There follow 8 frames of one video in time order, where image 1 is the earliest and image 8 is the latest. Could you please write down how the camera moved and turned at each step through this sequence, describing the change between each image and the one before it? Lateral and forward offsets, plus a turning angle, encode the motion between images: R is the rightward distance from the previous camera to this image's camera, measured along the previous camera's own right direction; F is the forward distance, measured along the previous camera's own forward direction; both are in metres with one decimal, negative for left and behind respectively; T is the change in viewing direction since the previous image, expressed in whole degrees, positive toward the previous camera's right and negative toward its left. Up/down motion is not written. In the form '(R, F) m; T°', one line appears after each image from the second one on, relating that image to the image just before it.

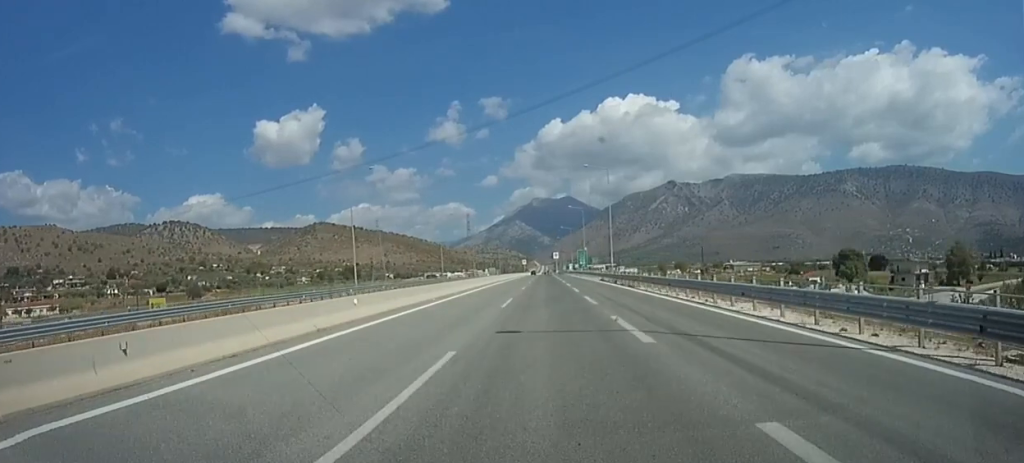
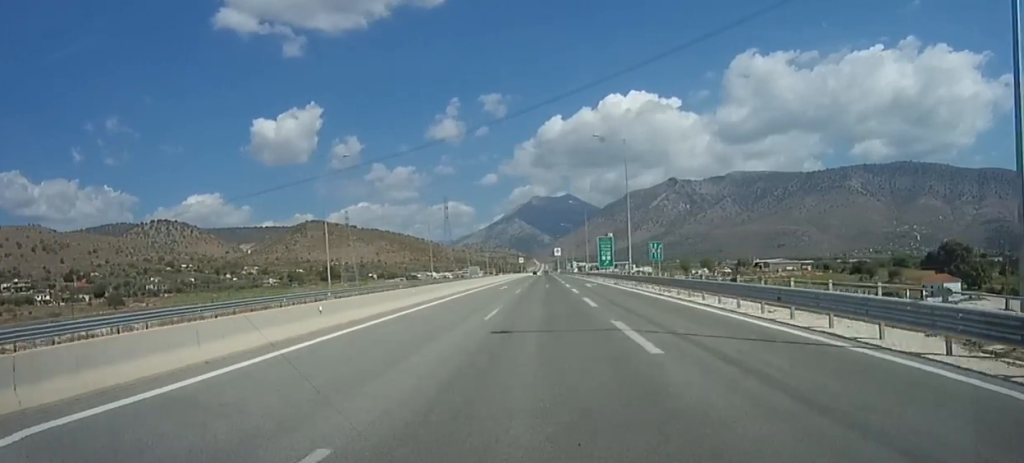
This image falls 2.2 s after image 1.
(0.0, +59.6) m; 0°
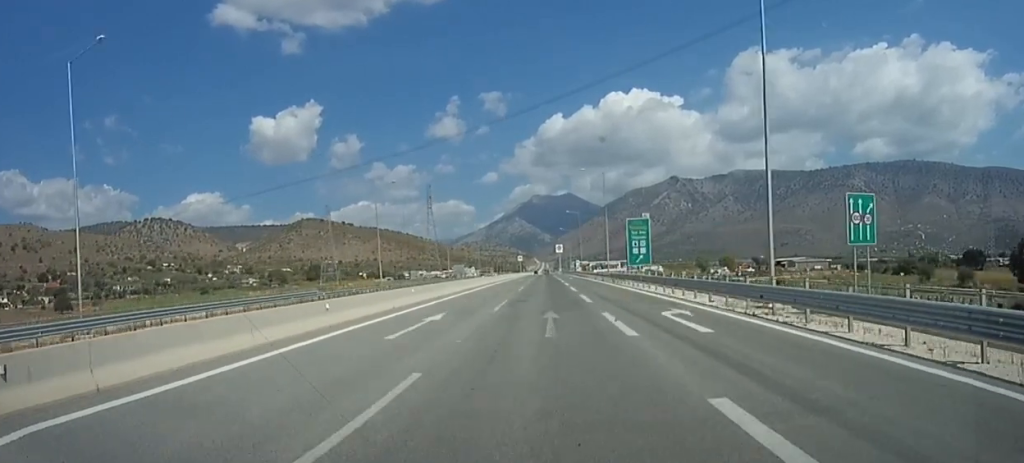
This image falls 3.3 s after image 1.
(+0.1, +32.5) m; 0°
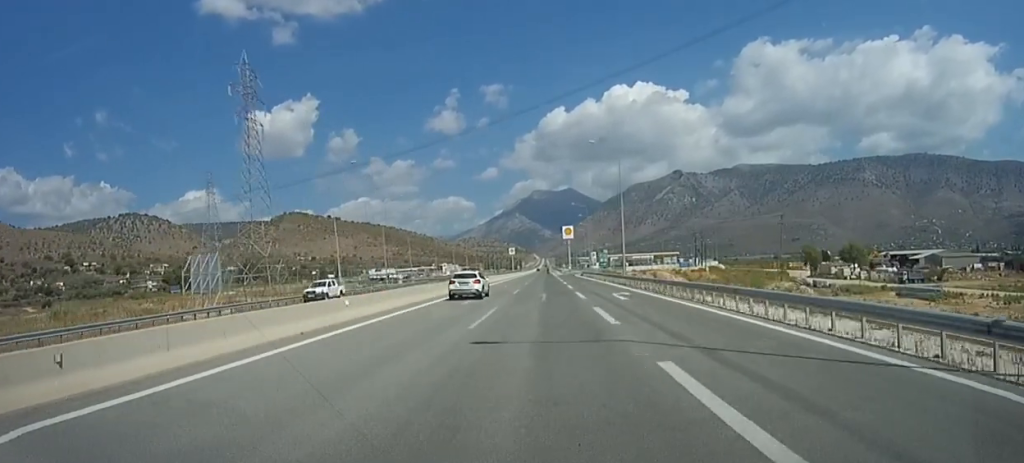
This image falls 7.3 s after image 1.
(+0.1, +113.5) m; 0°
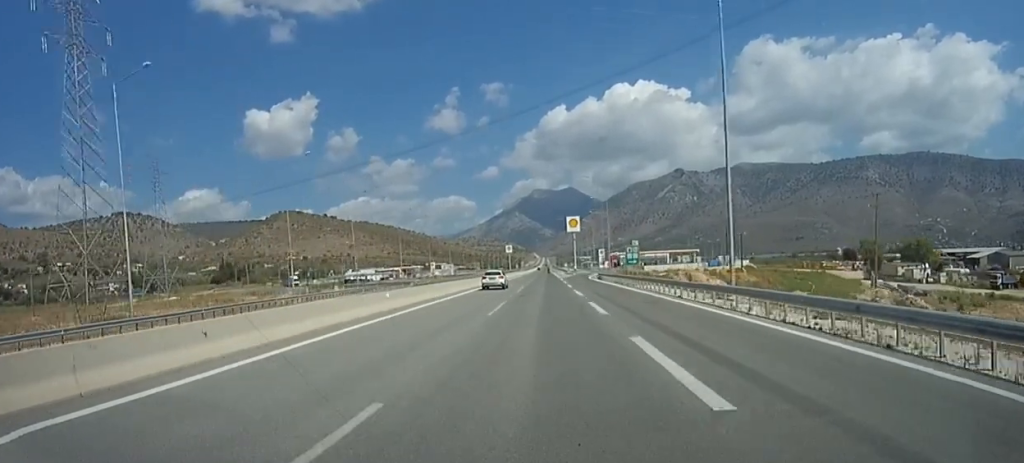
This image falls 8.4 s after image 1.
(0.0, +31.3) m; 0°
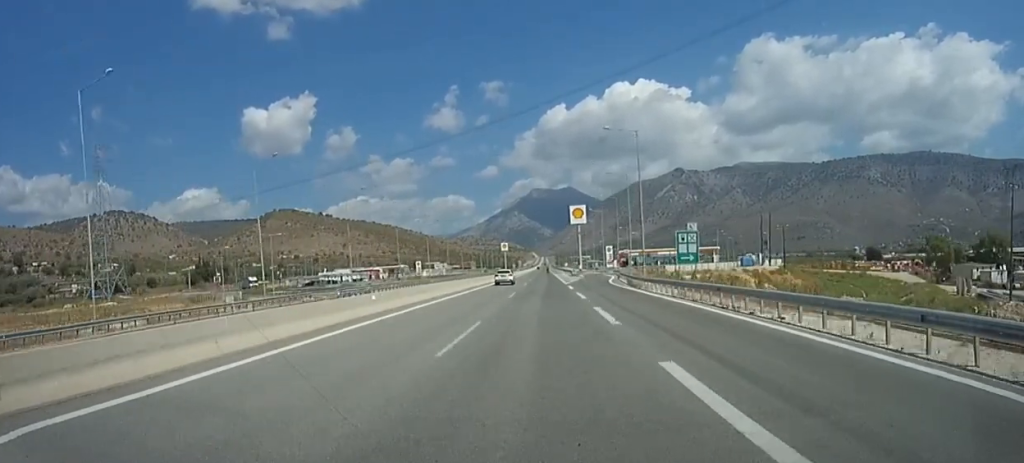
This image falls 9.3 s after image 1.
(0.0, +26.9) m; 0°
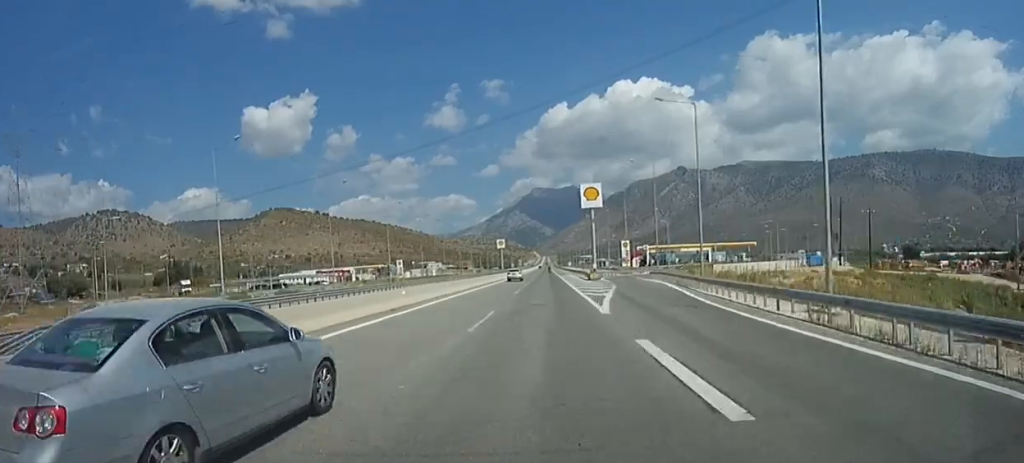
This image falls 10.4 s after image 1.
(-0.1, +31.9) m; 0°
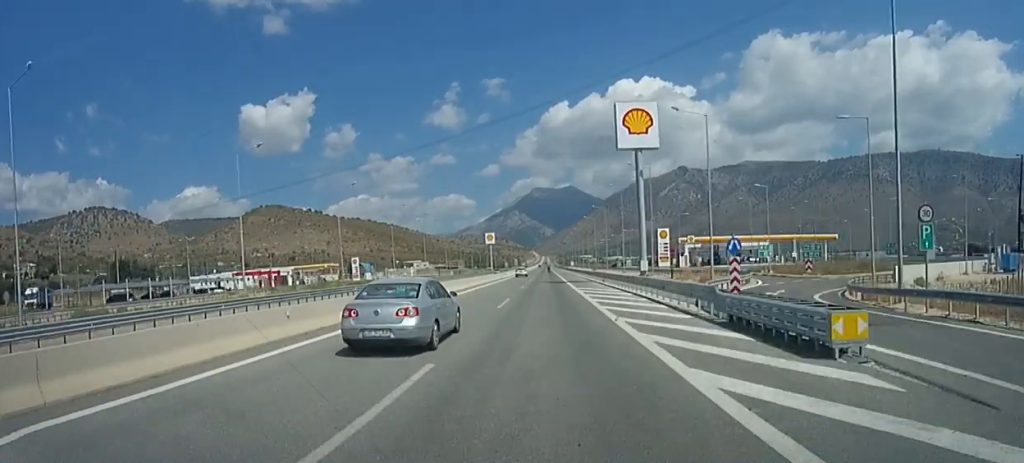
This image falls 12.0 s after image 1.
(+0.5, +47.0) m; 0°
